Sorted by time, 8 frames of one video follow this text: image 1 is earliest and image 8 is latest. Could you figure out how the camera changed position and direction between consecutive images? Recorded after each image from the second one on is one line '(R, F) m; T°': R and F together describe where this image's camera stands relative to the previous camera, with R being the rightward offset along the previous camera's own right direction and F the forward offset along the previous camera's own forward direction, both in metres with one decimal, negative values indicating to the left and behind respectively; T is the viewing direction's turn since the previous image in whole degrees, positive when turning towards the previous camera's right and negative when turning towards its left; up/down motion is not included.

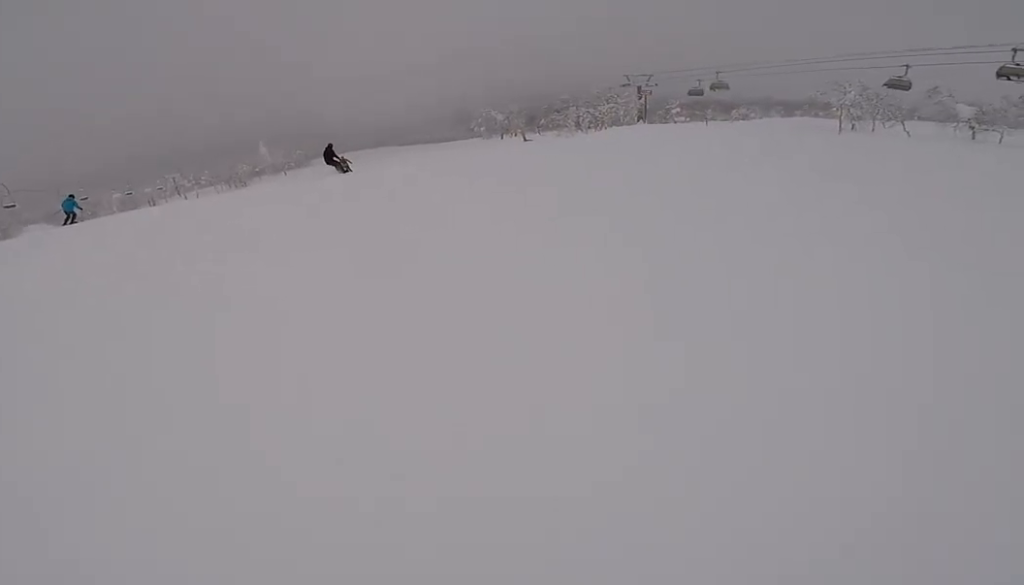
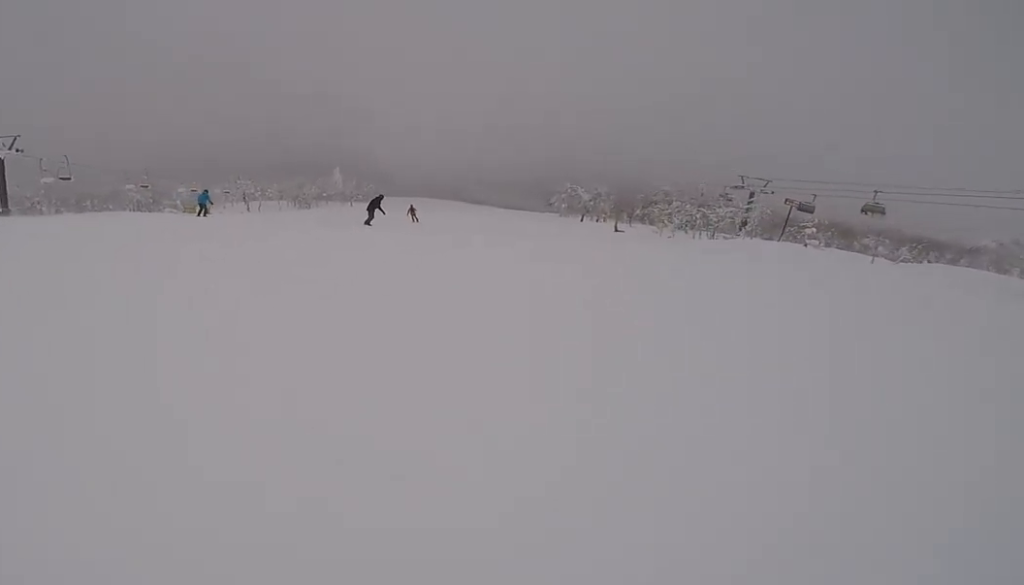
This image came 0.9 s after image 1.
(-0.2, +5.9) m; +1°
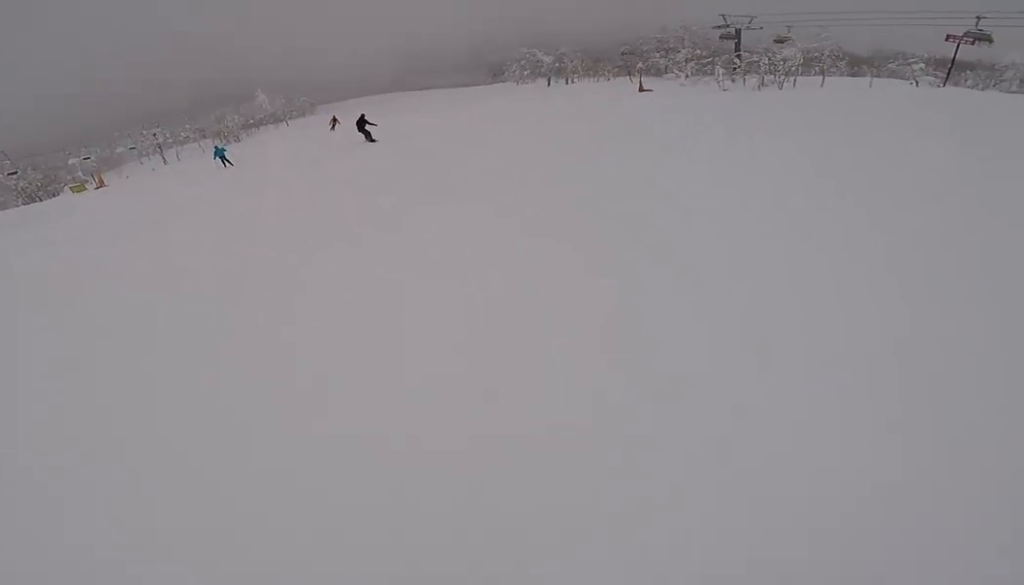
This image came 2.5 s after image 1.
(+0.7, +12.2) m; +13°
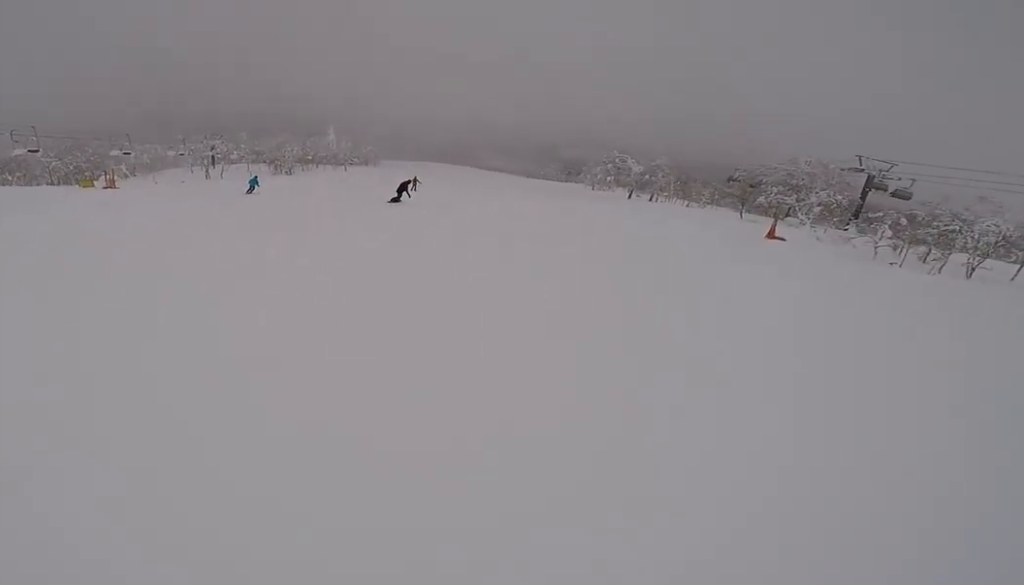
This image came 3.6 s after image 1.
(+1.3, +8.1) m; +4°
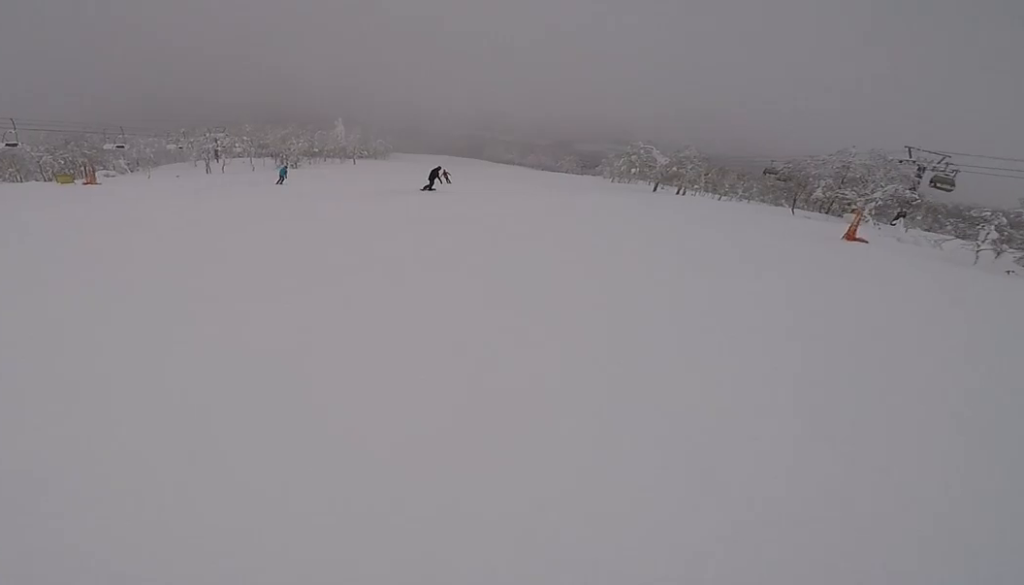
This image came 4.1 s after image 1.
(-0.4, +4.4) m; -3°
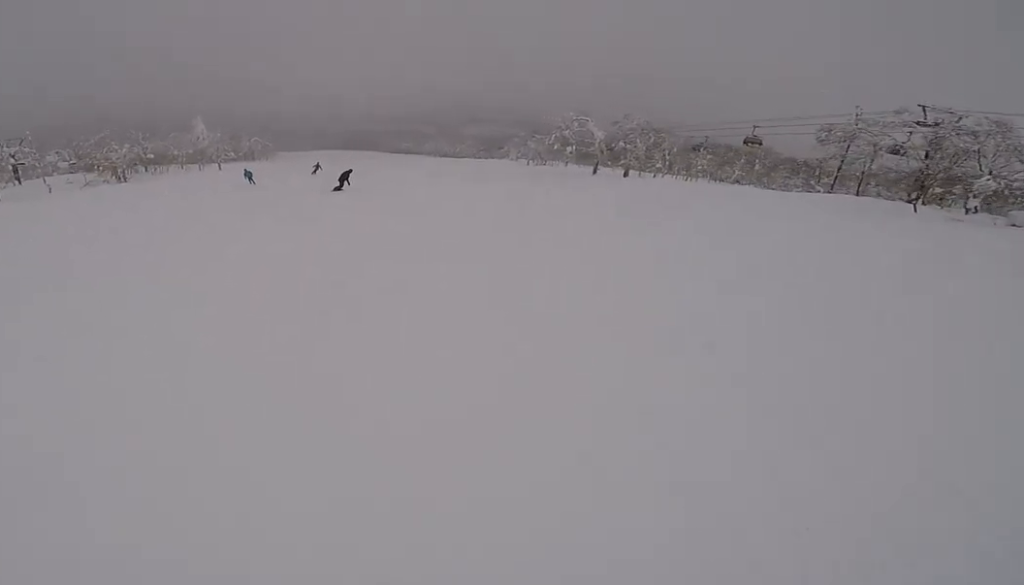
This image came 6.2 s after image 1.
(-1.5, +19.3) m; -4°
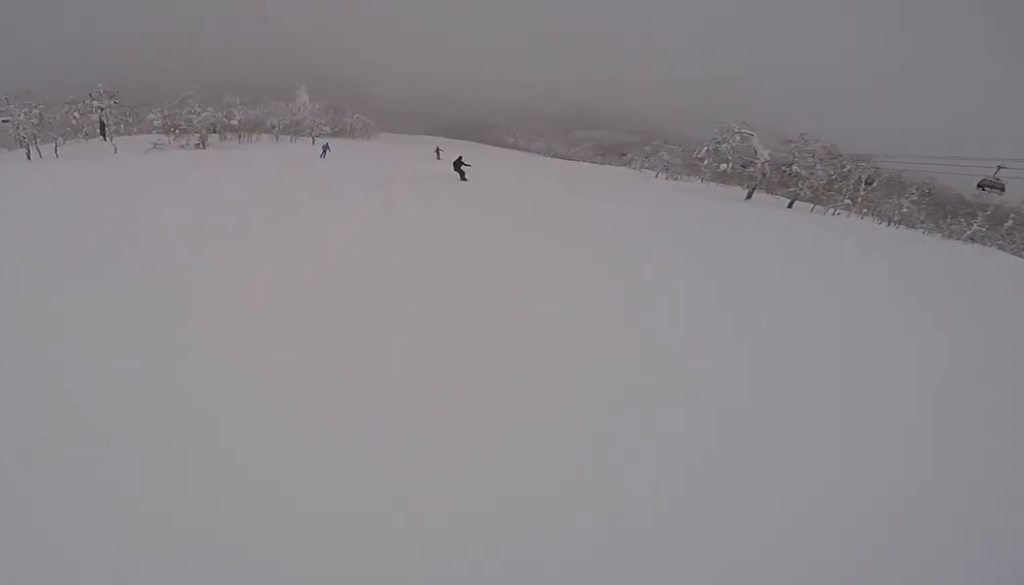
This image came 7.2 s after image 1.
(0.0, +8.9) m; +4°
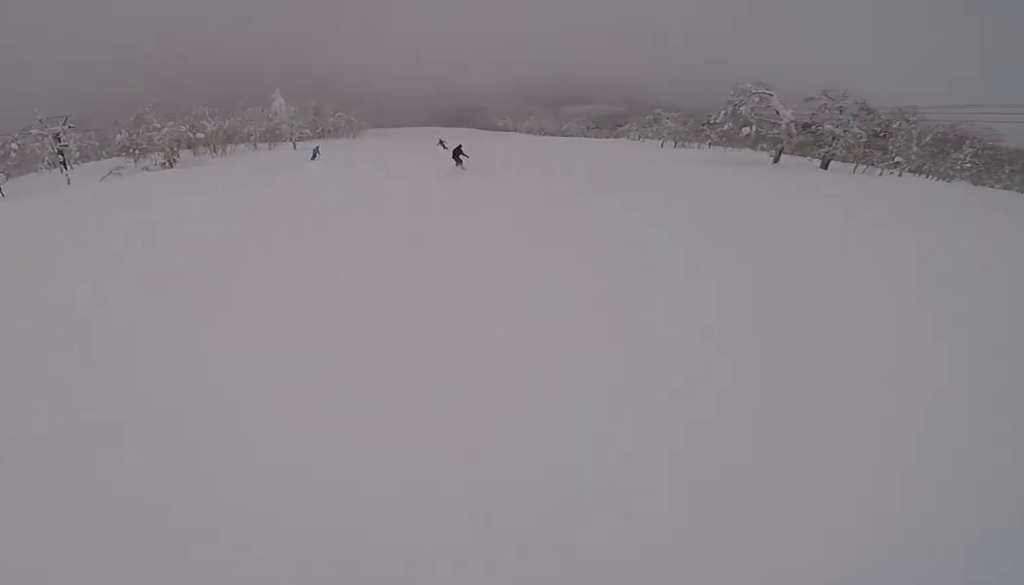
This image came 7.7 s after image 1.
(-0.4, +5.1) m; +5°
